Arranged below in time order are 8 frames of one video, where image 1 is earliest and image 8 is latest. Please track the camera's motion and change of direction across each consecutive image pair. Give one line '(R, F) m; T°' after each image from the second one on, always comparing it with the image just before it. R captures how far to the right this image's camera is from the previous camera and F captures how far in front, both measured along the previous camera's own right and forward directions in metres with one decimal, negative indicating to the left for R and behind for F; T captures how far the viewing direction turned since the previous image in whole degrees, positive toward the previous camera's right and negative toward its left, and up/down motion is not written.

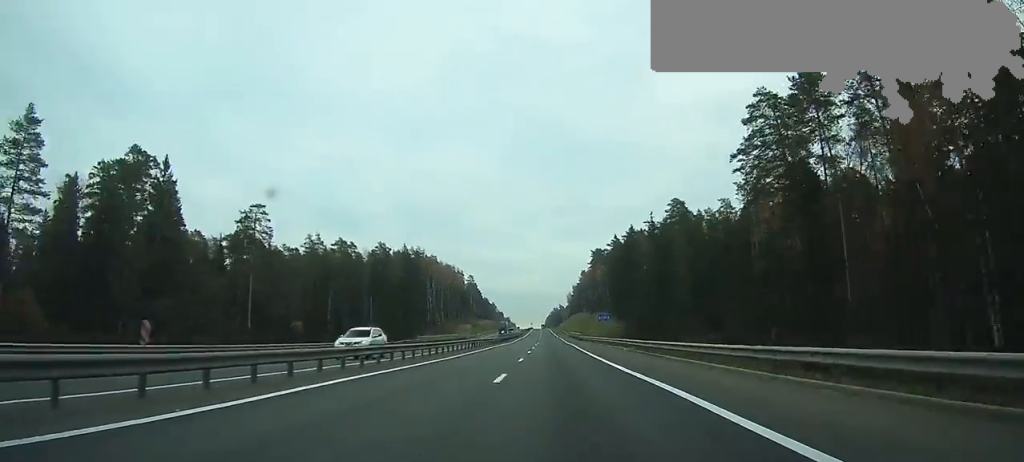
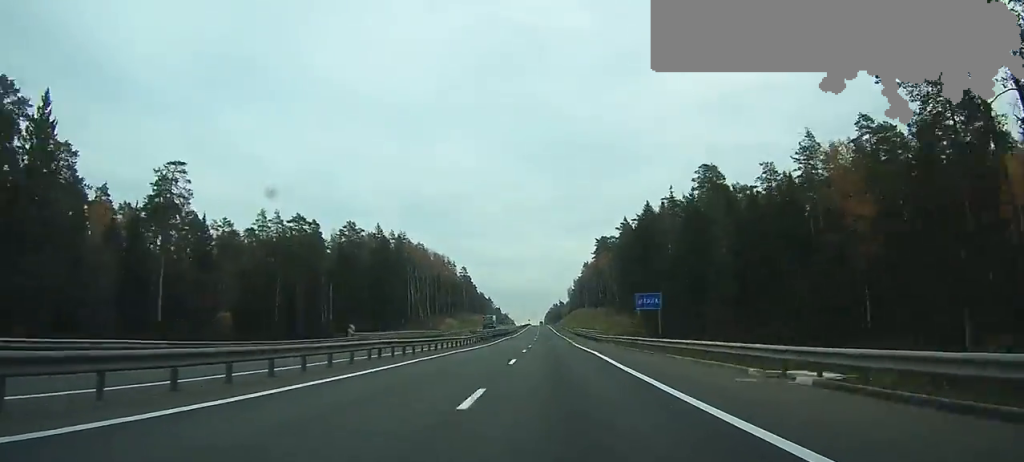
(0.0, +28.5) m; 0°
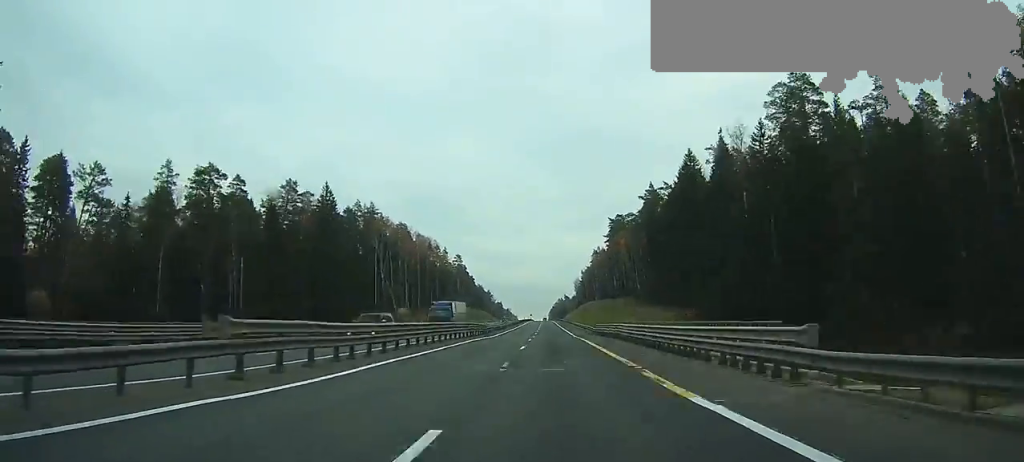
(0.0, +42.2) m; 0°
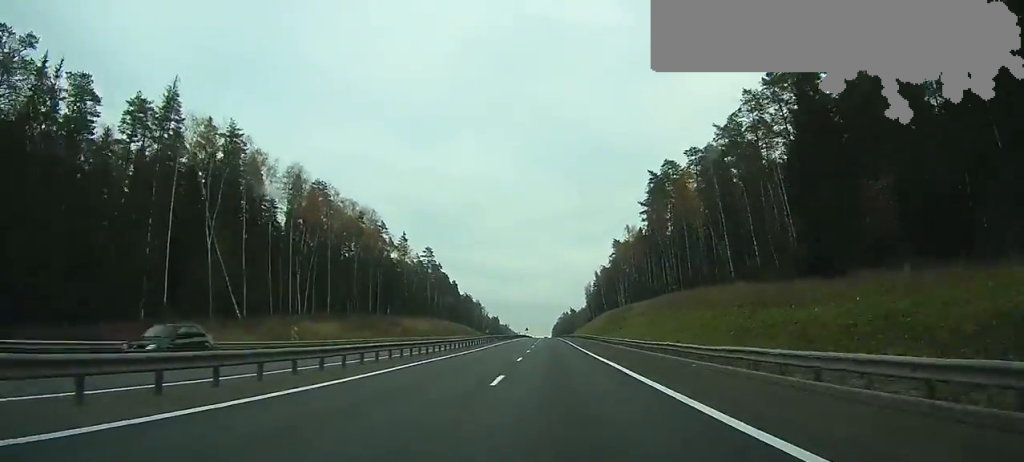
(-0.6, +94.8) m; 0°
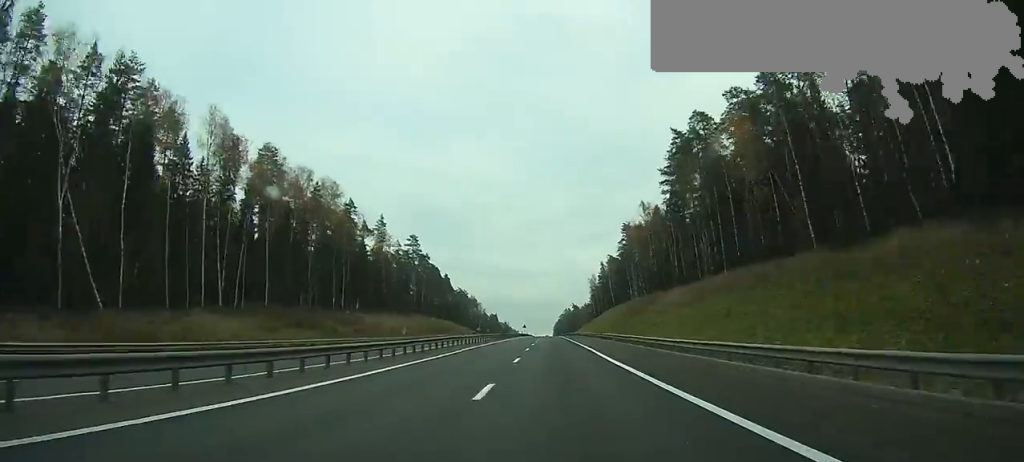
(0.0, +30.8) m; 0°
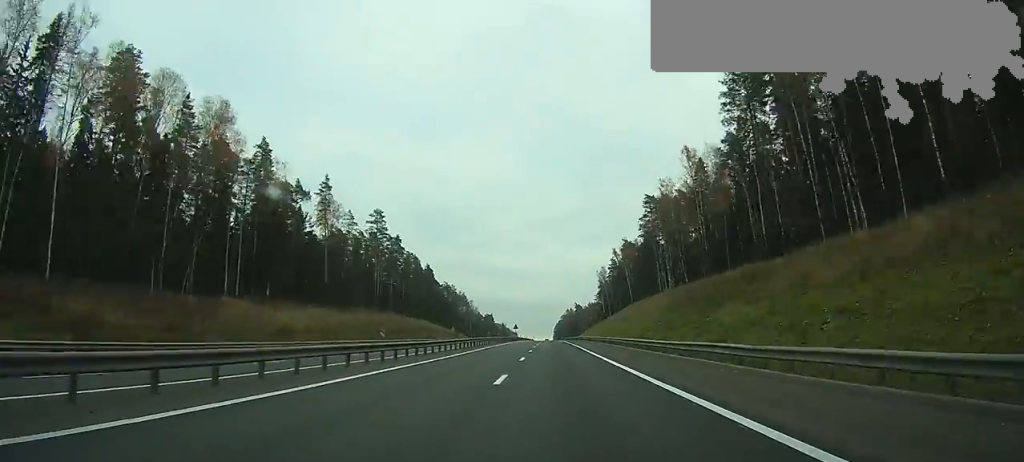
(-0.1, +48.8) m; 0°
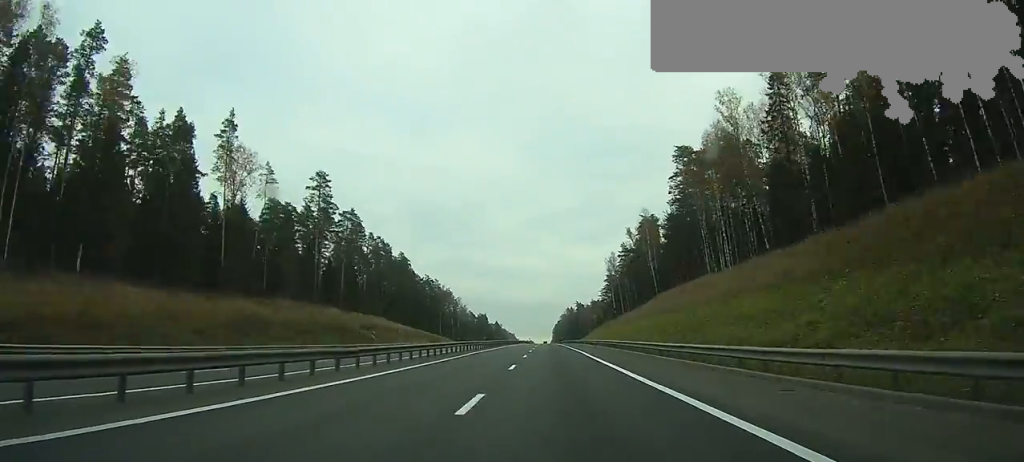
(0.0, +43.2) m; 0°
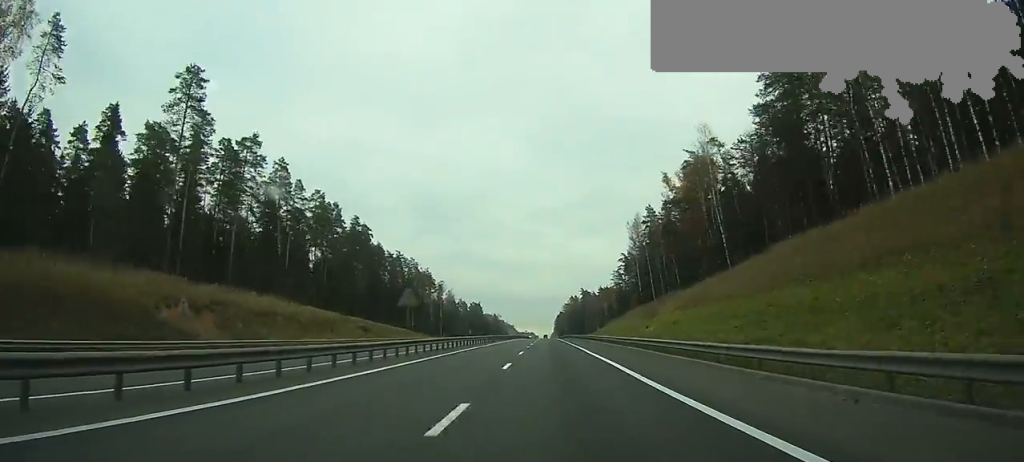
(0.0, +51.1) m; 0°
